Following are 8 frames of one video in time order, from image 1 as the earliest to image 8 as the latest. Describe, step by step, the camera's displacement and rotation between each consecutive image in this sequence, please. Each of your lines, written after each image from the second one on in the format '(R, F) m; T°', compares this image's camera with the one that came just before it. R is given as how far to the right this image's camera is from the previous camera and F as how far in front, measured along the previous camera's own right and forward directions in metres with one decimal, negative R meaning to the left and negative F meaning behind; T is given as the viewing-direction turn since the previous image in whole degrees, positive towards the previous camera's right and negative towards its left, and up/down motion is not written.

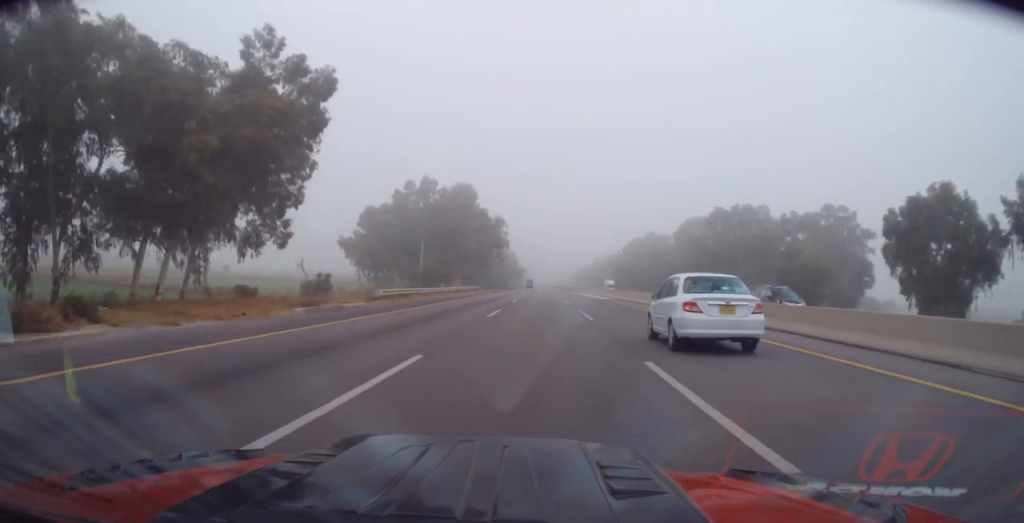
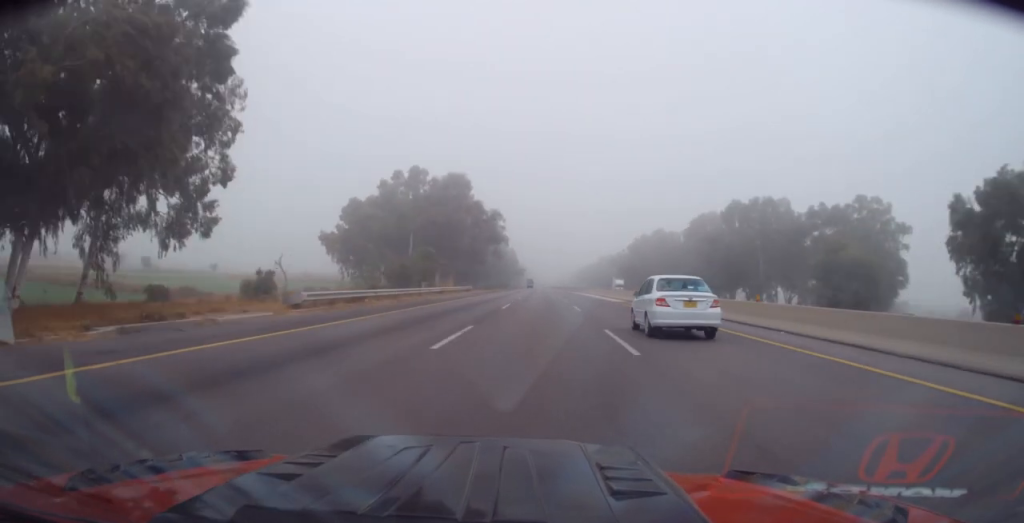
(0.0, +10.9) m; +1°
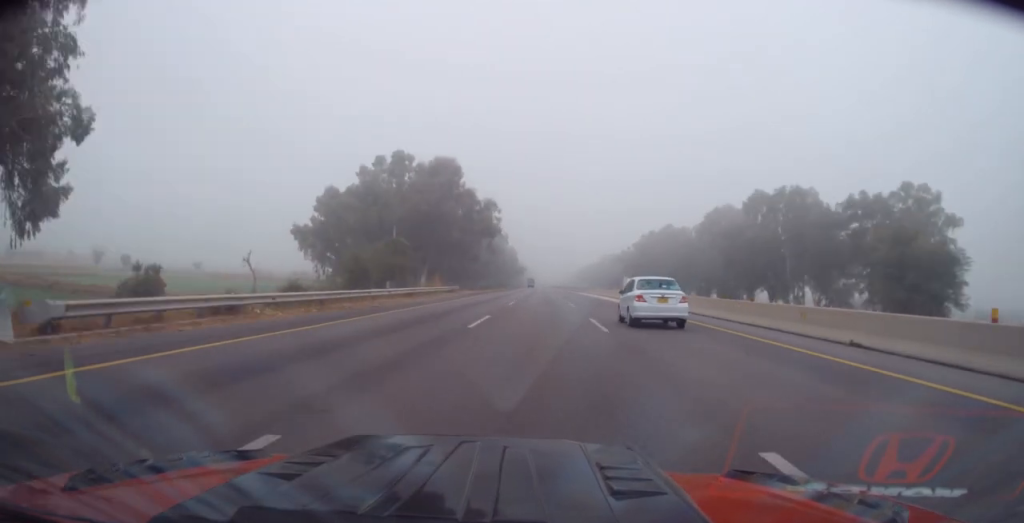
(-0.1, +12.6) m; +1°
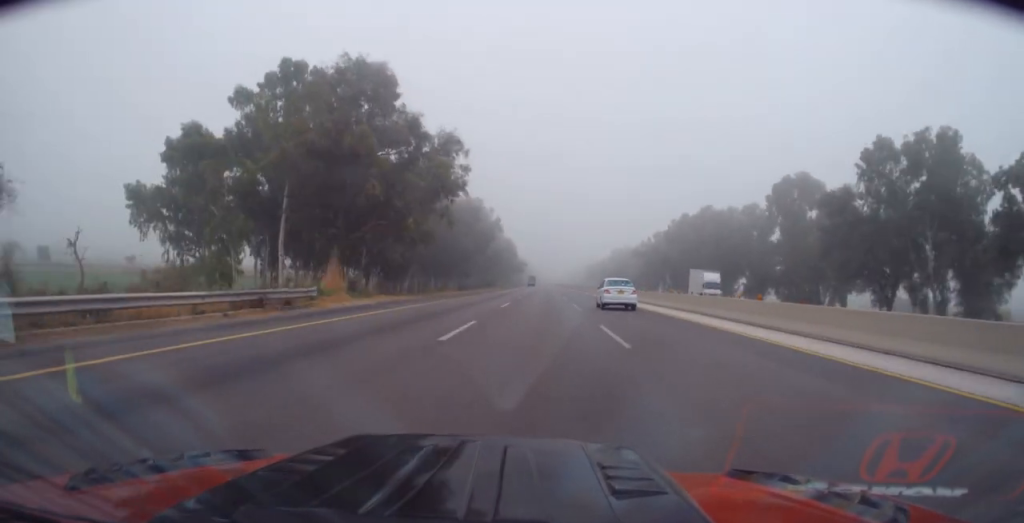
(+0.1, +40.3) m; -1°
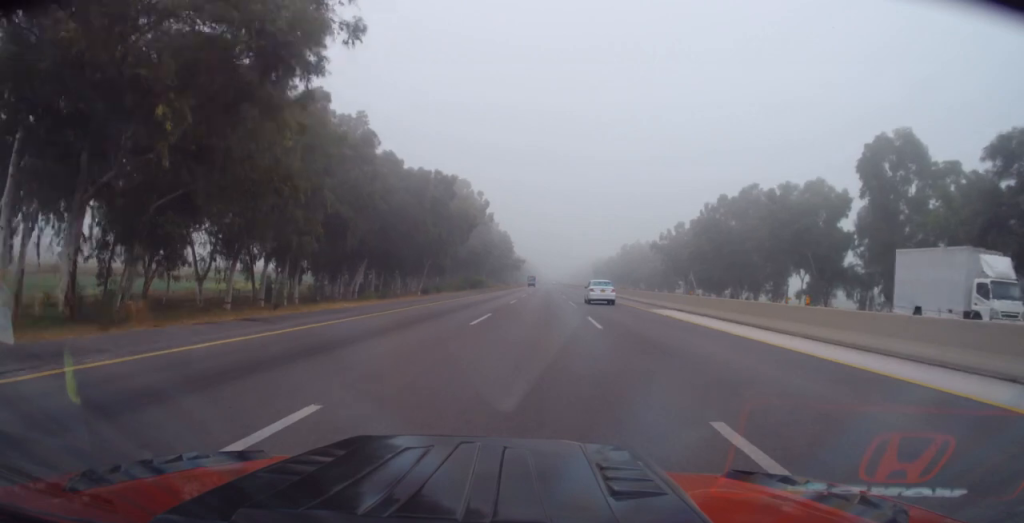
(-0.6, +30.3) m; -1°
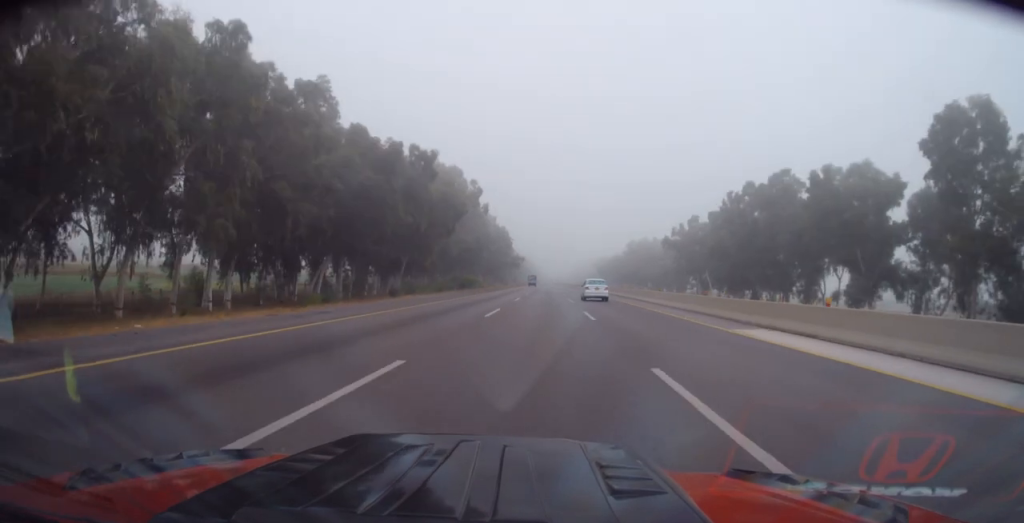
(+0.1, +14.4) m; 0°
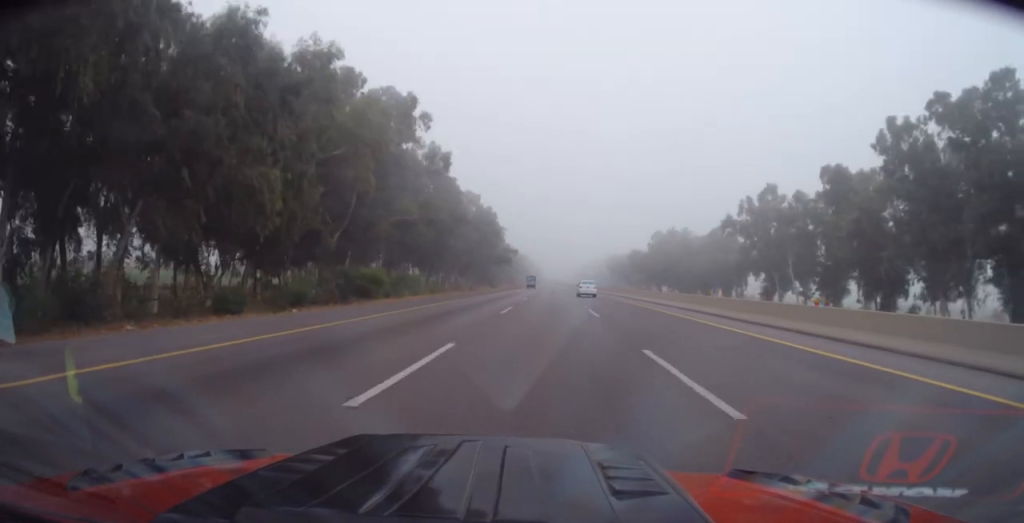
(+0.2, +50.9) m; 0°
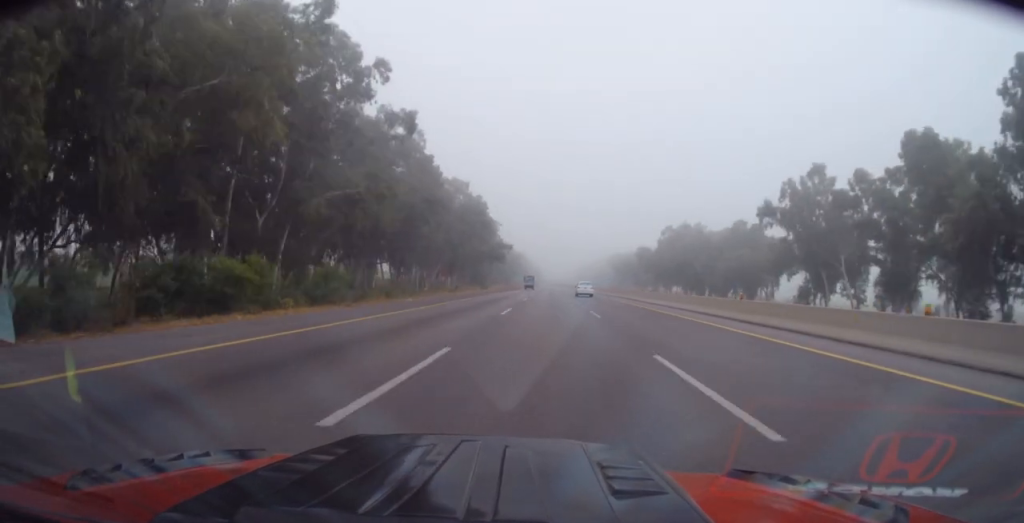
(-0.2, +18.7) m; 0°
